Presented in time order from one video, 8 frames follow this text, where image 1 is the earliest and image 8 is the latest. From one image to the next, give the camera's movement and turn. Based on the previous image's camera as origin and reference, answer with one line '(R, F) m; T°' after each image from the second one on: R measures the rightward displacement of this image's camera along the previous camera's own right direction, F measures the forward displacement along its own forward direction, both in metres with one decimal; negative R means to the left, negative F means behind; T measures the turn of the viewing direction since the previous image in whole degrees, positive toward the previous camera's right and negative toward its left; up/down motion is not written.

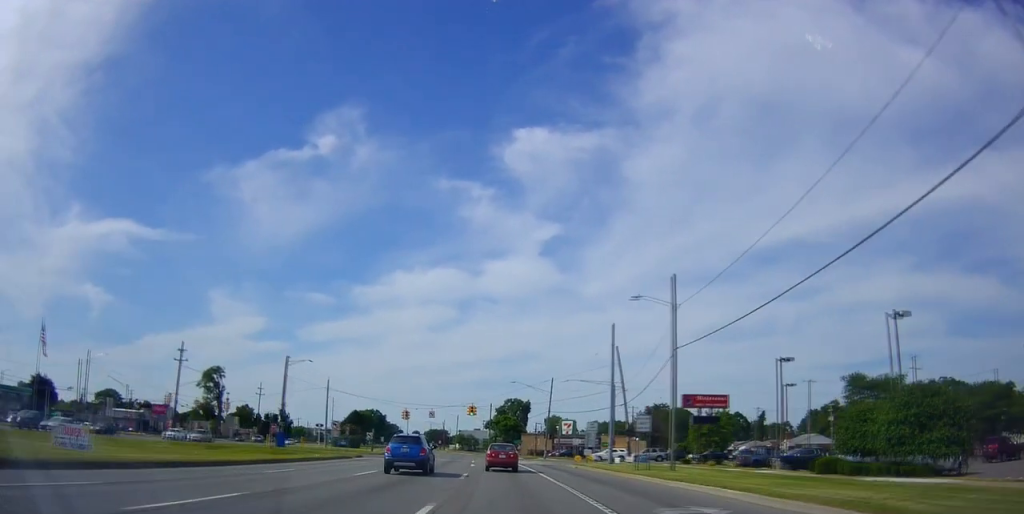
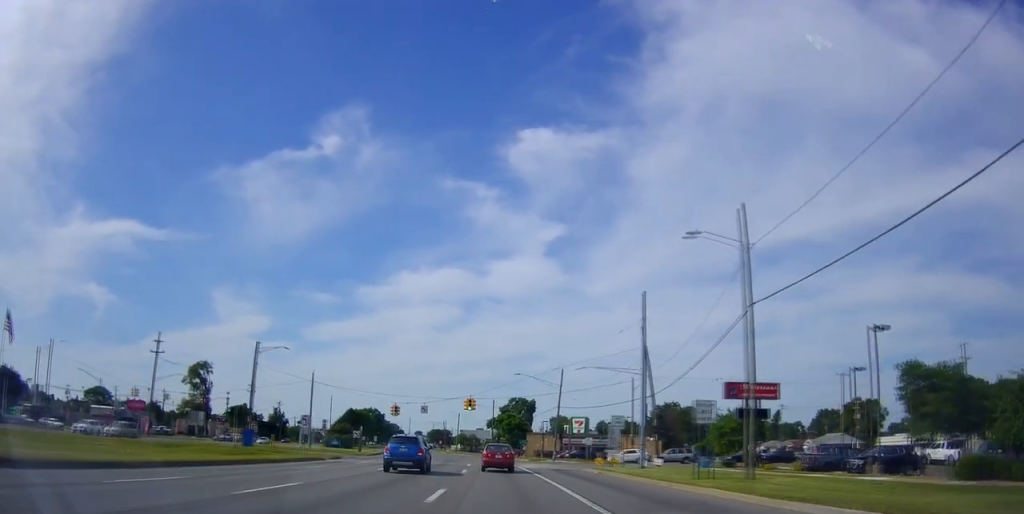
(+0.3, +10.3) m; -2°
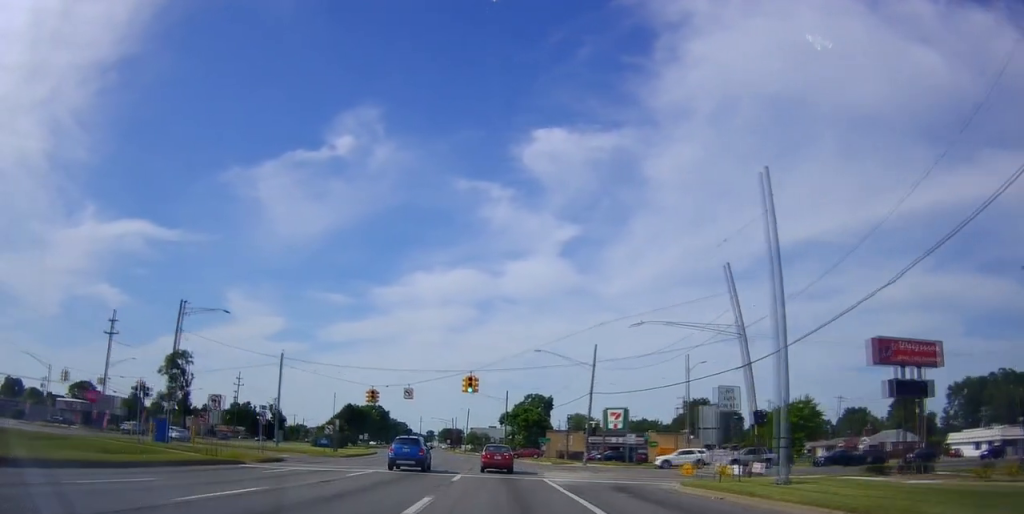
(-1.0, +18.5) m; -3°
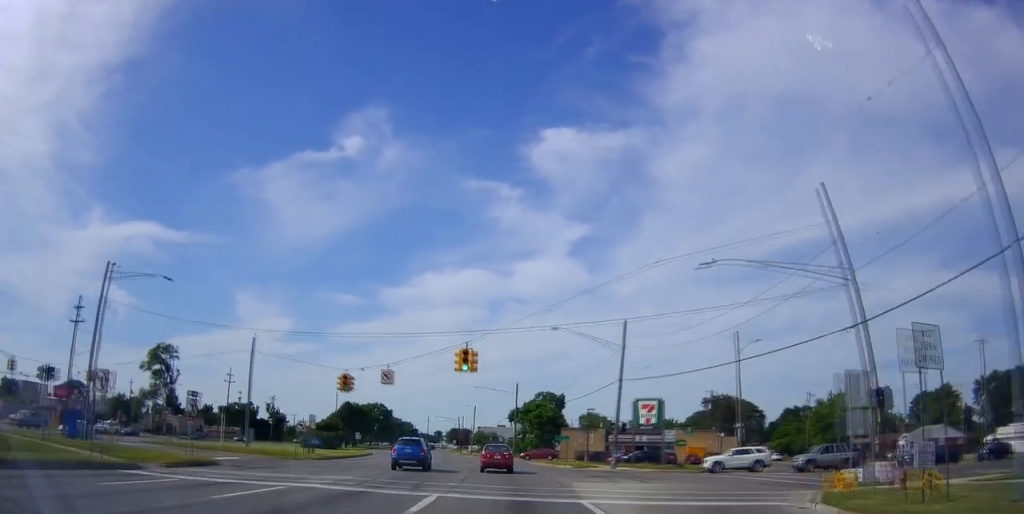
(0.0, +11.4) m; 0°
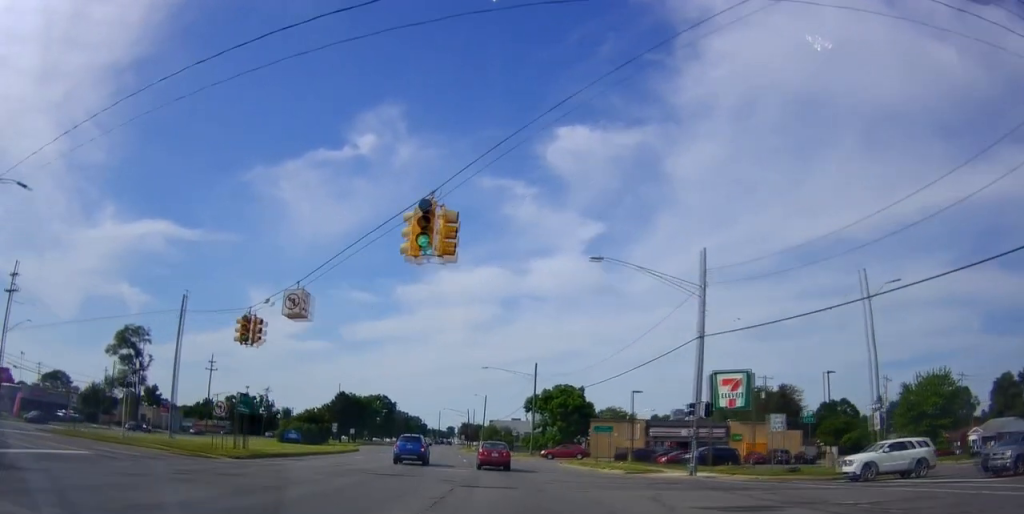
(+0.3, +17.9) m; +1°
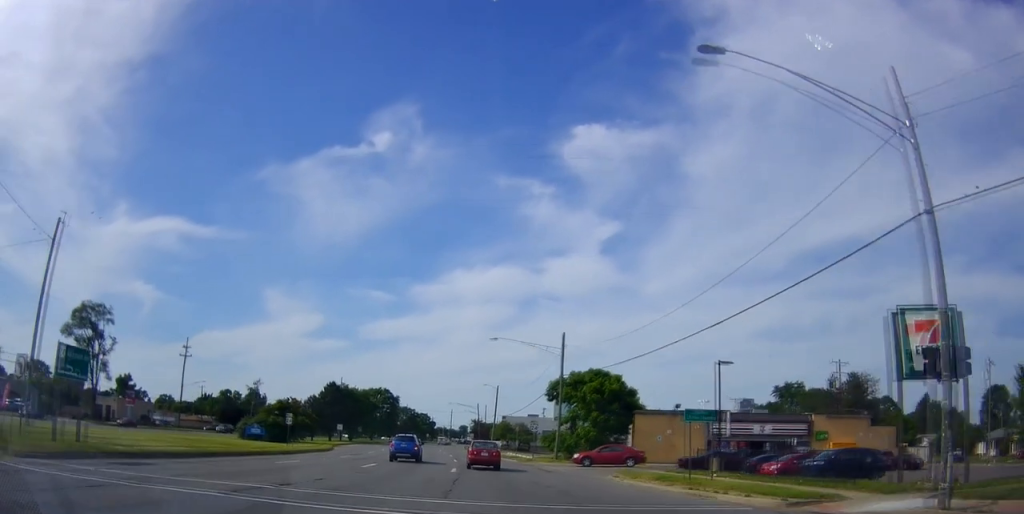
(0.0, +18.5) m; -1°
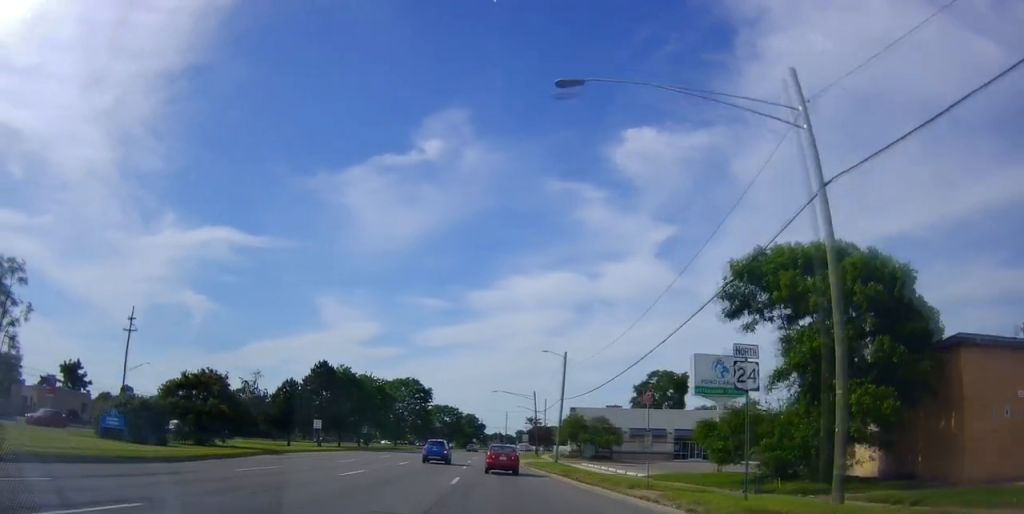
(-2.7, +37.1) m; -8°
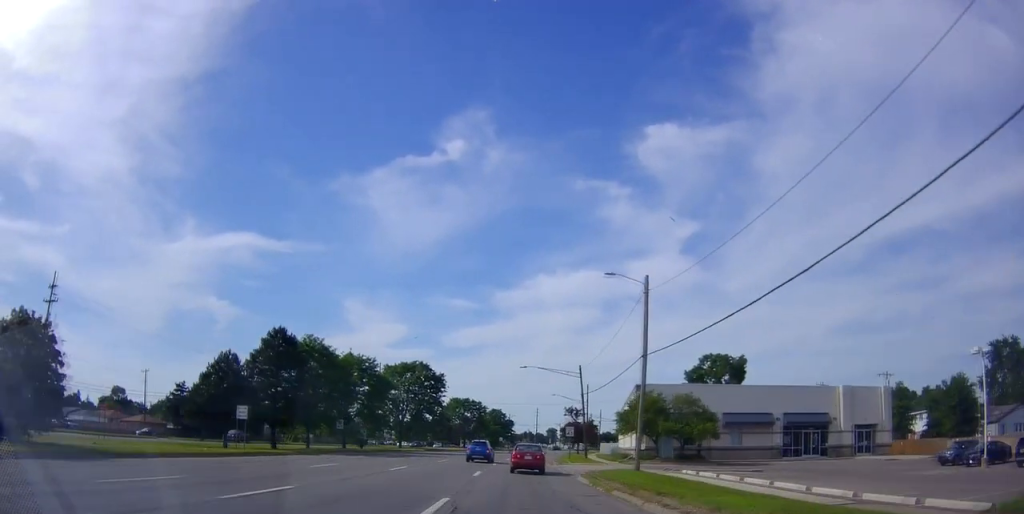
(0.0, +25.4) m; -2°
